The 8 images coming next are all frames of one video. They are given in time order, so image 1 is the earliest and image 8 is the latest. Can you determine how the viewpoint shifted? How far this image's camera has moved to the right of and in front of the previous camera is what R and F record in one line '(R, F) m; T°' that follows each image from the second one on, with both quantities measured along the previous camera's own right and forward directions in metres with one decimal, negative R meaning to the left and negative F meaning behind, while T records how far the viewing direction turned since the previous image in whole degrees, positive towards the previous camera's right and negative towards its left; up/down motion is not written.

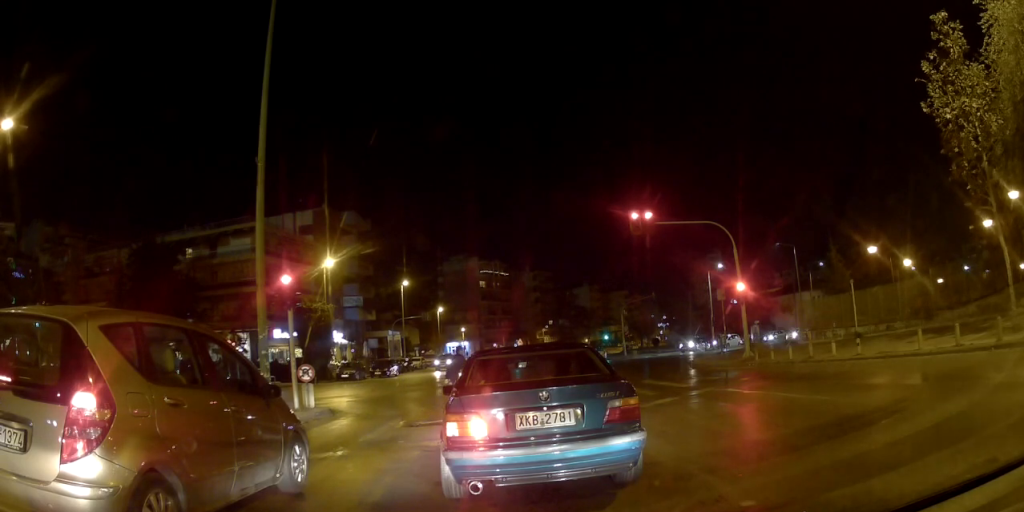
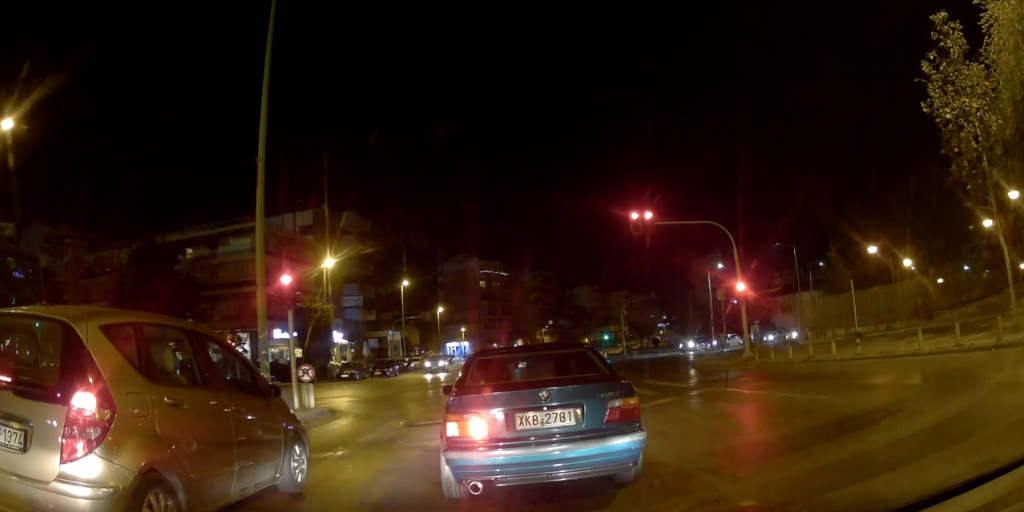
(0.0, 0.0) m; 0°
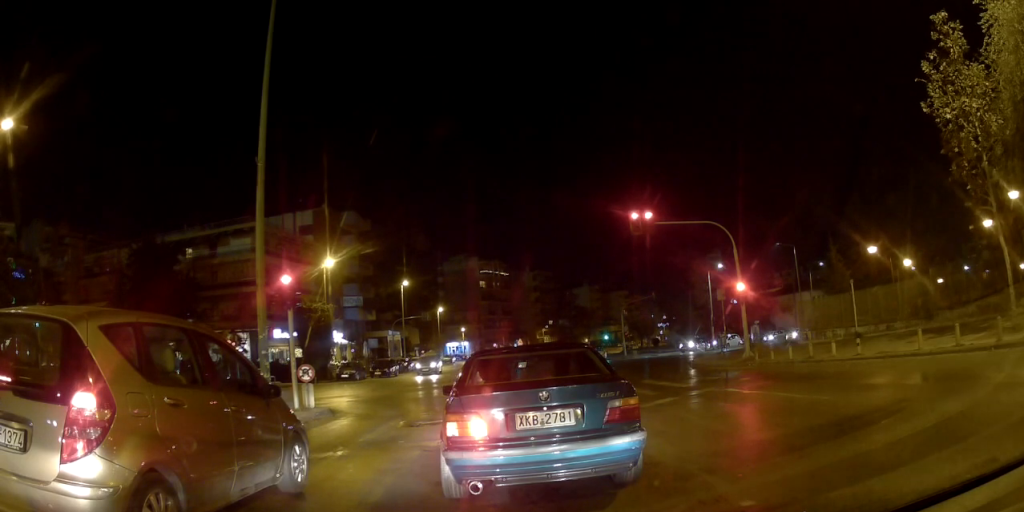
(0.0, 0.0) m; 0°
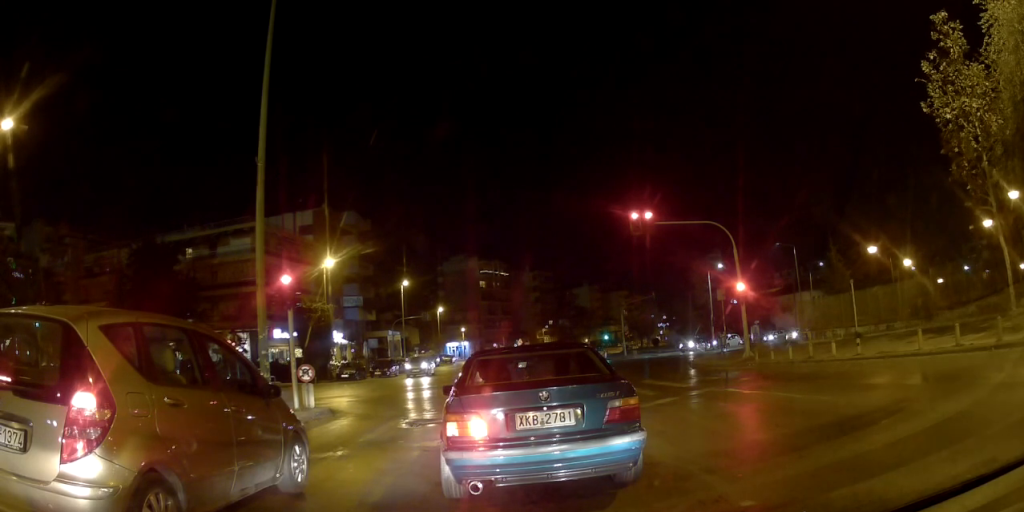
(0.0, 0.0) m; 0°
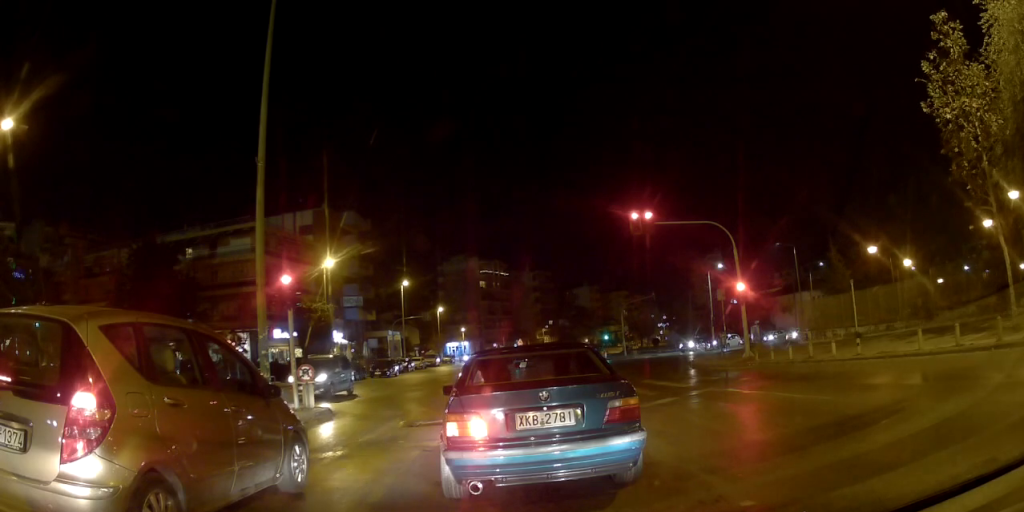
(0.0, 0.0) m; 0°
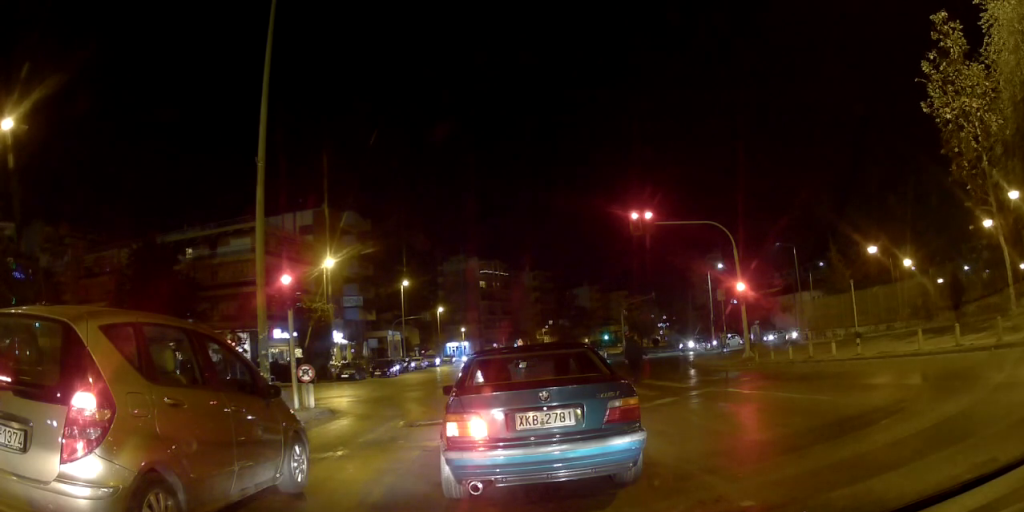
(0.0, 0.0) m; 0°
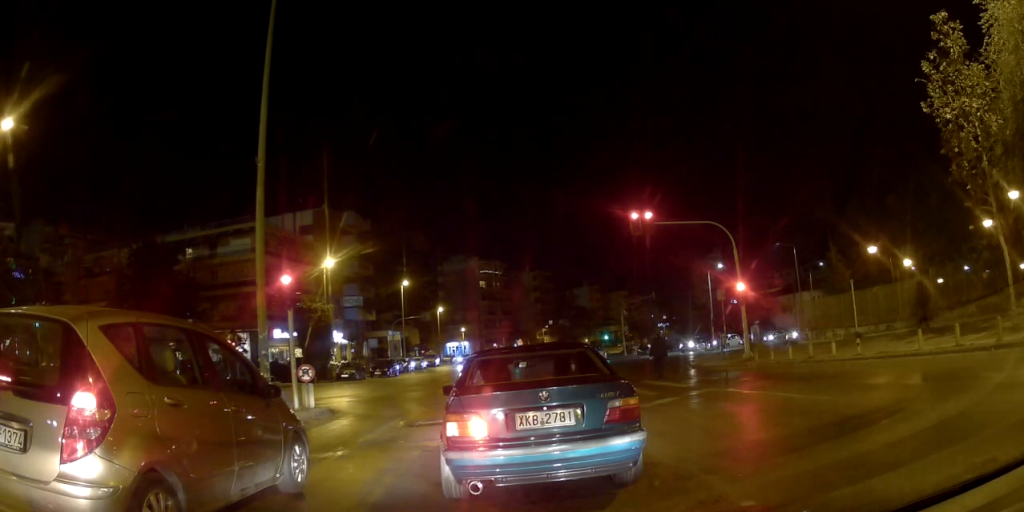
(0.0, 0.0) m; 0°
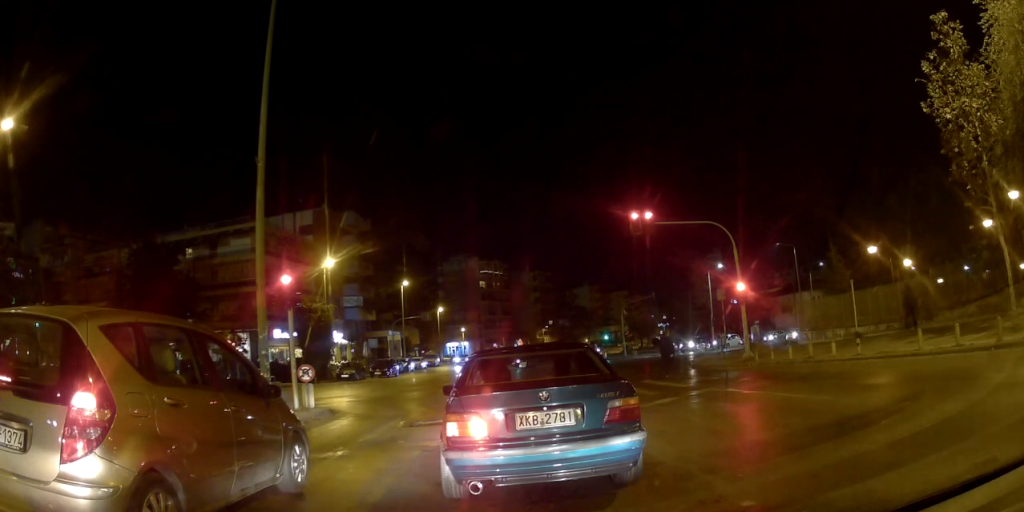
(0.0, 0.0) m; 0°
